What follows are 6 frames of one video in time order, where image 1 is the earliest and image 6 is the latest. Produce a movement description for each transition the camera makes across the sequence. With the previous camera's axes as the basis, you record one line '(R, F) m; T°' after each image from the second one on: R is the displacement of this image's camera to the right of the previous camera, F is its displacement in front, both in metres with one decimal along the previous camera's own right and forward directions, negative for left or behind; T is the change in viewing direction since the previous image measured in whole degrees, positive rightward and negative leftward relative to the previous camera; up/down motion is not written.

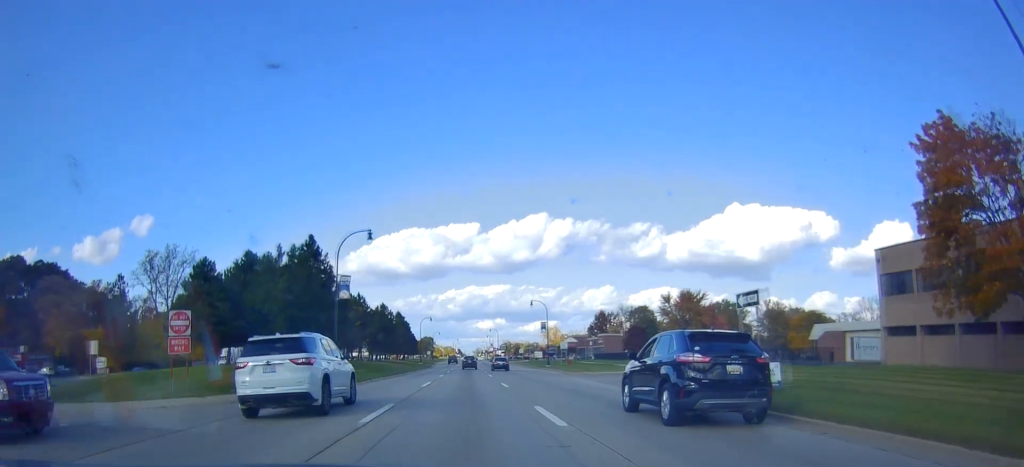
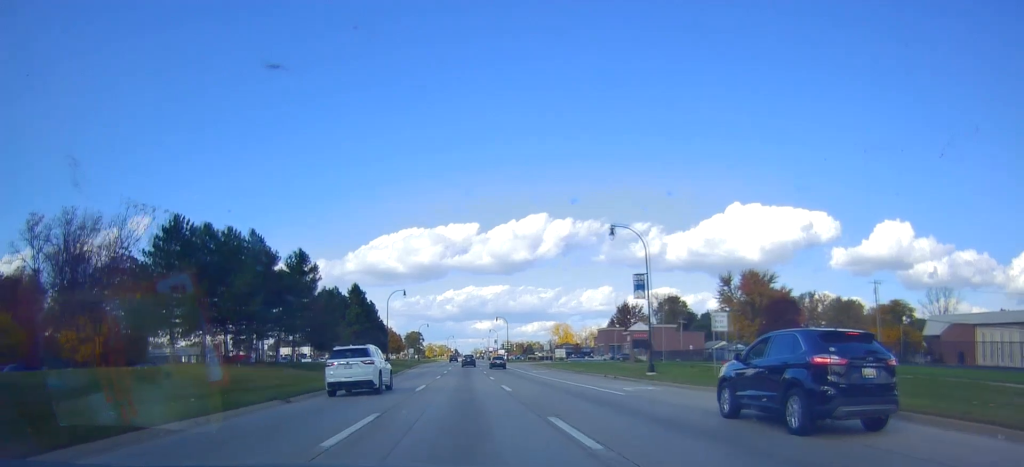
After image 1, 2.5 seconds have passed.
(-0.6, +47.5) m; -2°
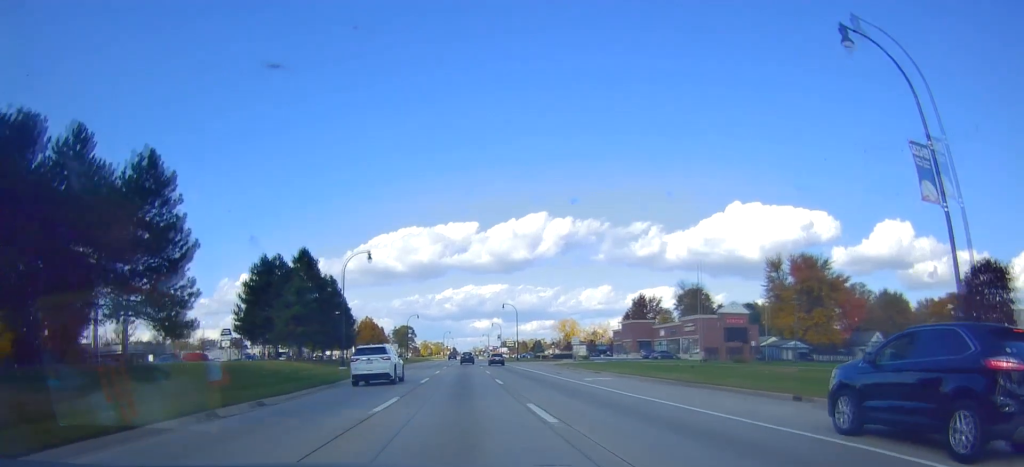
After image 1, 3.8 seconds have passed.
(-0.4, +25.5) m; -1°
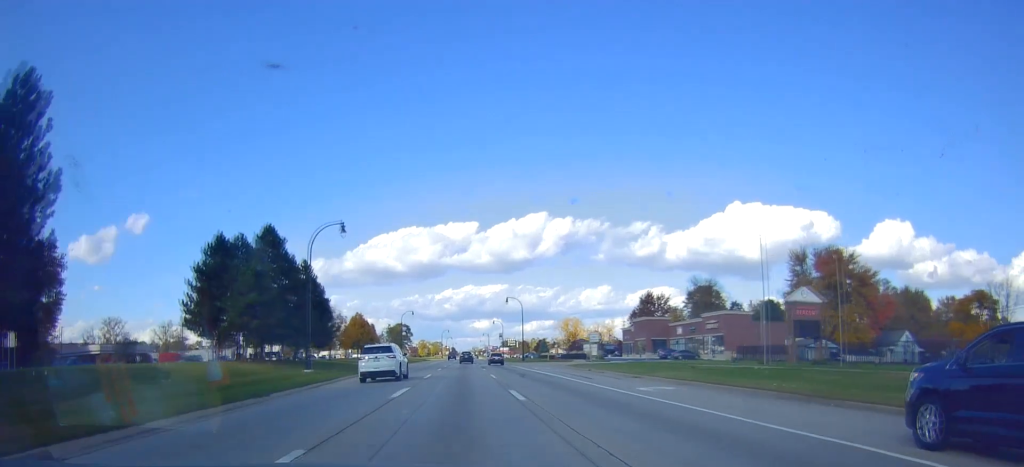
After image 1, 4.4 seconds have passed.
(0.0, +10.3) m; +1°
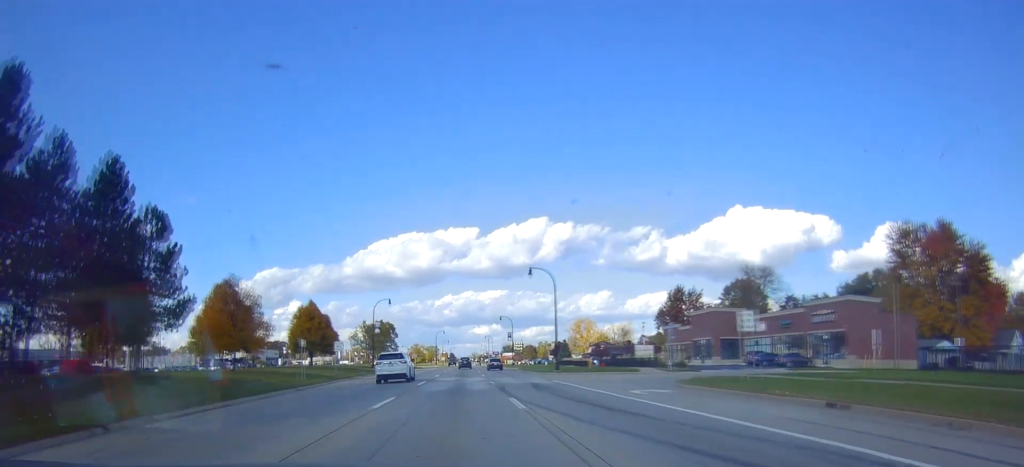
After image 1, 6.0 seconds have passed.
(+1.0, +32.5) m; 0°
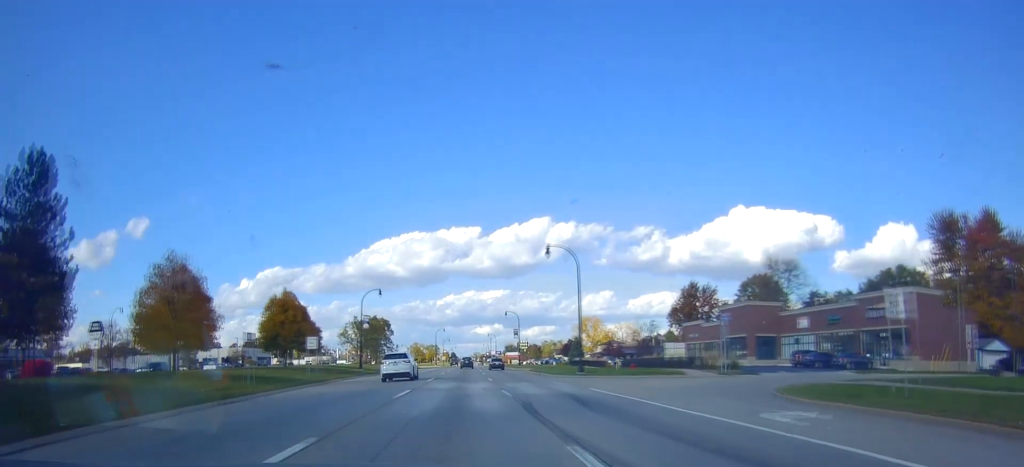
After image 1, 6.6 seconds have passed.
(-0.4, +10.5) m; 0°
